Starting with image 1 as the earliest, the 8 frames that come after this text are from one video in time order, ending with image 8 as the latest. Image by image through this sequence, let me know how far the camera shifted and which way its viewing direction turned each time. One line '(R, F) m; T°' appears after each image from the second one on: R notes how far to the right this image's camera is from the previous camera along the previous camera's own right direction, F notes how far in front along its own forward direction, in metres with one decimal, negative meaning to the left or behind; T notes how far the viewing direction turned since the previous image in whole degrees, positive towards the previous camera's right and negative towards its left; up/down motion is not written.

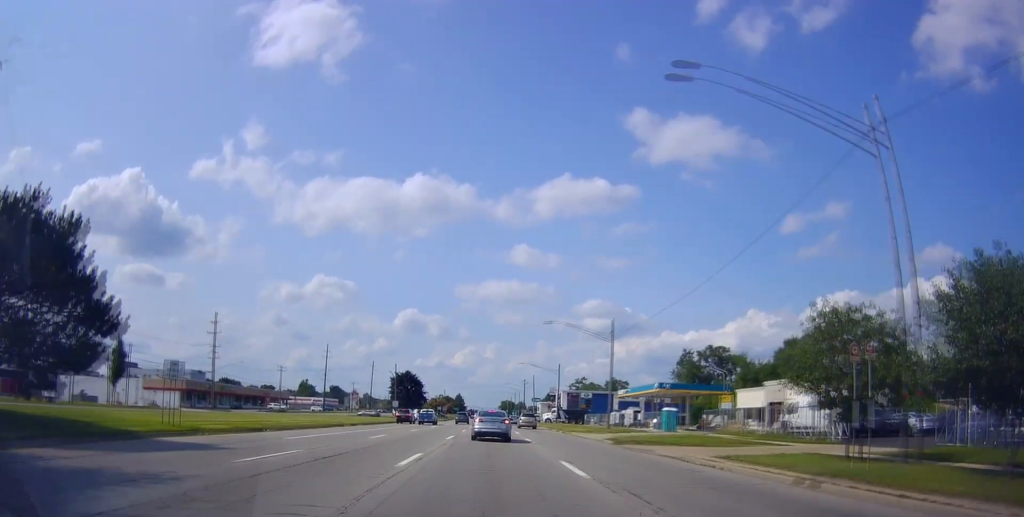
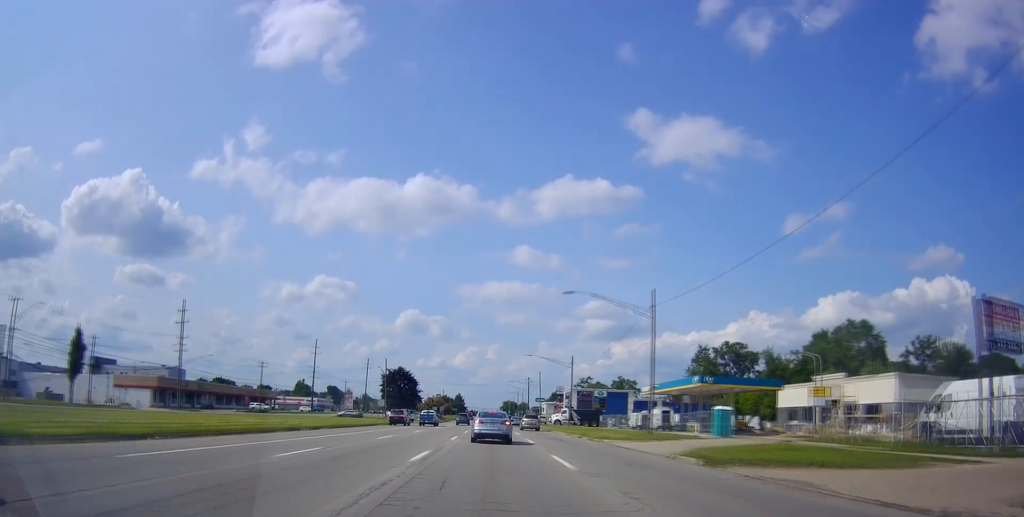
(+0.2, +13.2) m; +1°
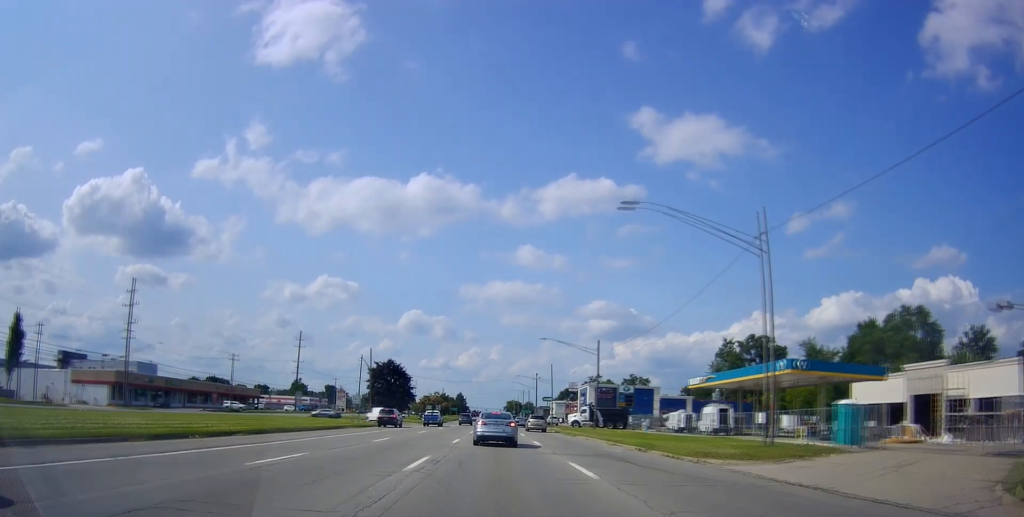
(-0.3, +16.9) m; 0°
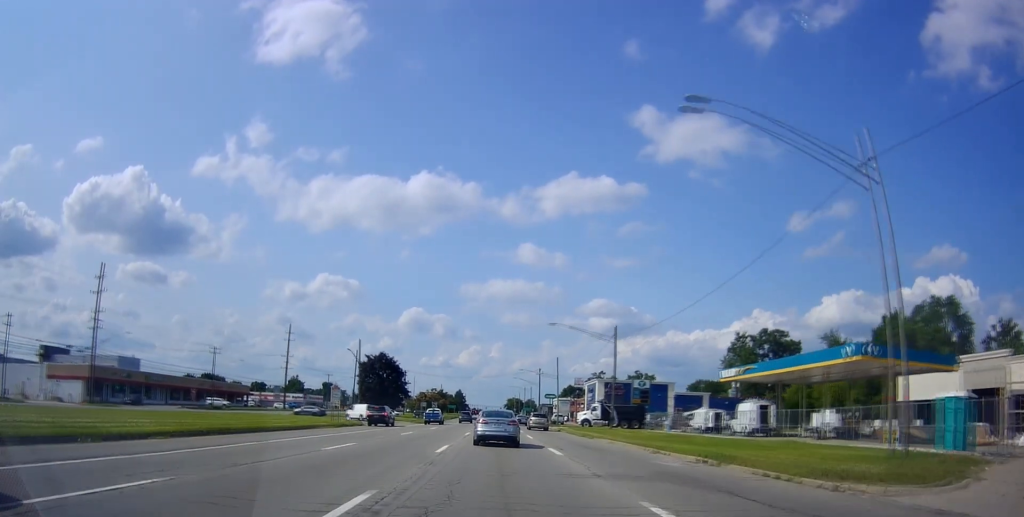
(+0.2, +8.1) m; -1°
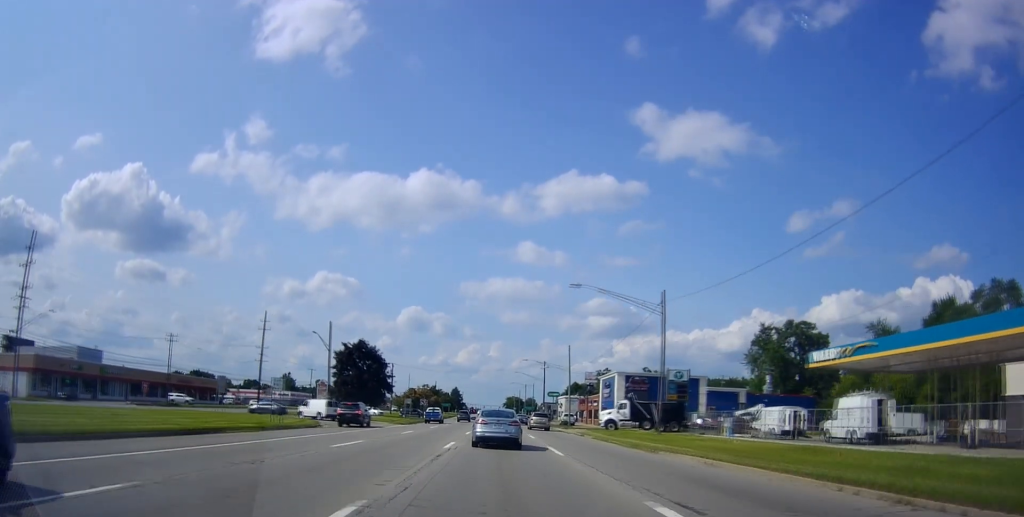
(-0.1, +15.3) m; -1°
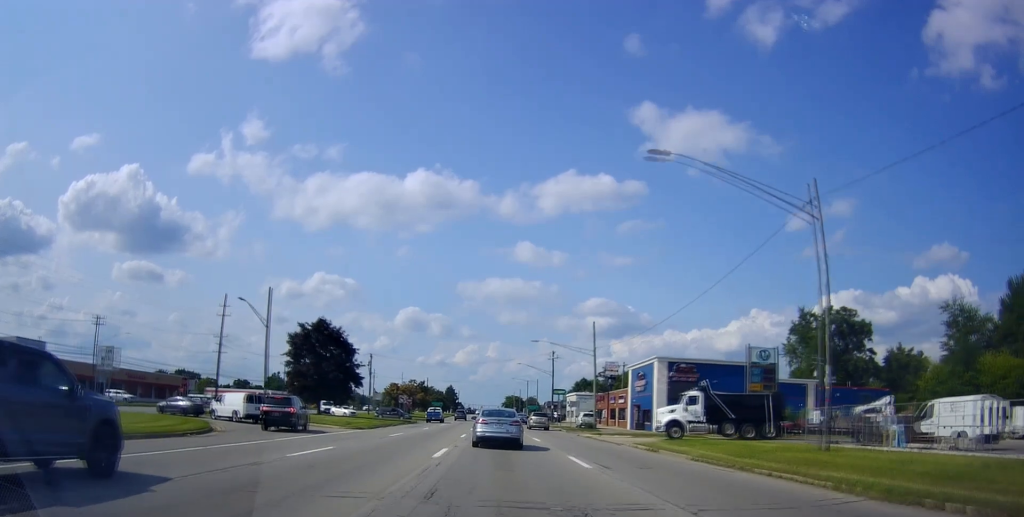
(-0.1, +20.2) m; +1°
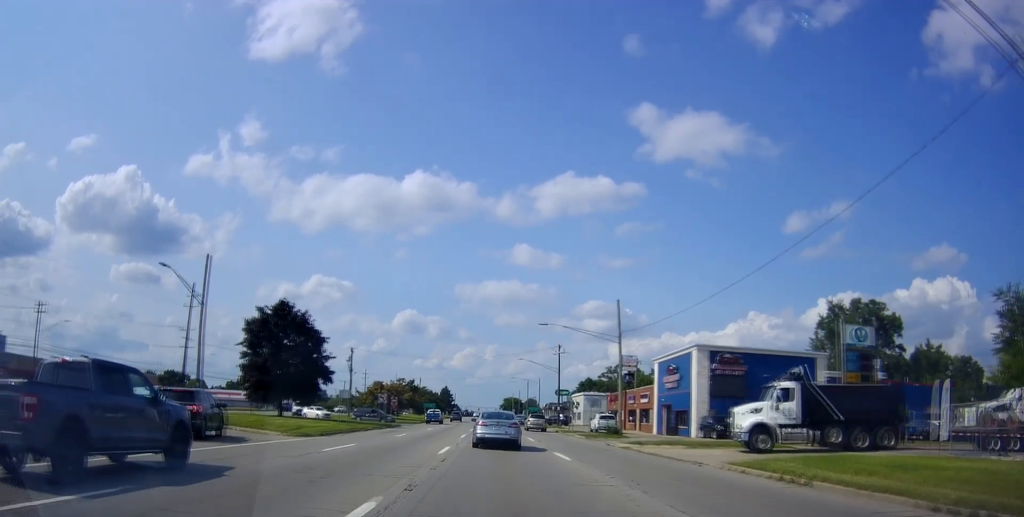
(+0.3, +12.5) m; +1°
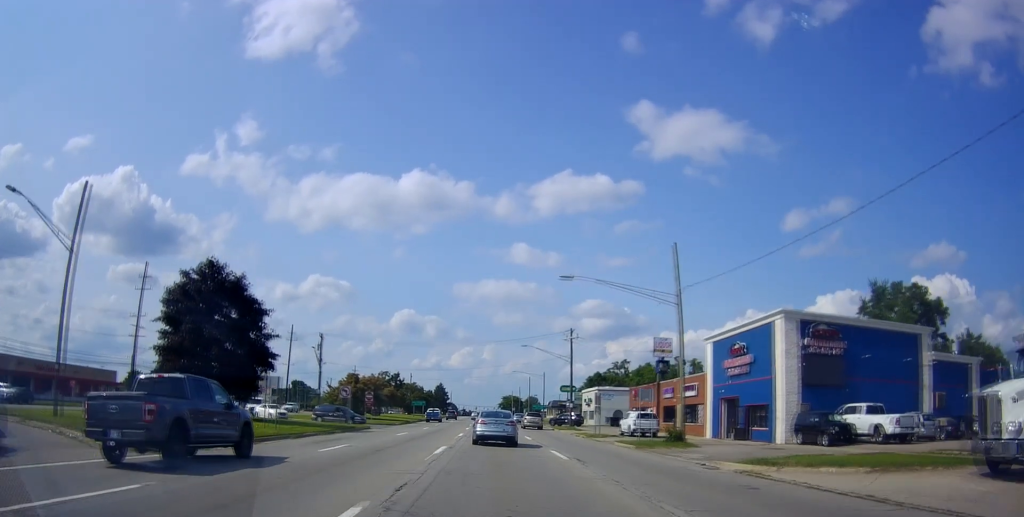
(-0.1, +14.9) m; -1°
